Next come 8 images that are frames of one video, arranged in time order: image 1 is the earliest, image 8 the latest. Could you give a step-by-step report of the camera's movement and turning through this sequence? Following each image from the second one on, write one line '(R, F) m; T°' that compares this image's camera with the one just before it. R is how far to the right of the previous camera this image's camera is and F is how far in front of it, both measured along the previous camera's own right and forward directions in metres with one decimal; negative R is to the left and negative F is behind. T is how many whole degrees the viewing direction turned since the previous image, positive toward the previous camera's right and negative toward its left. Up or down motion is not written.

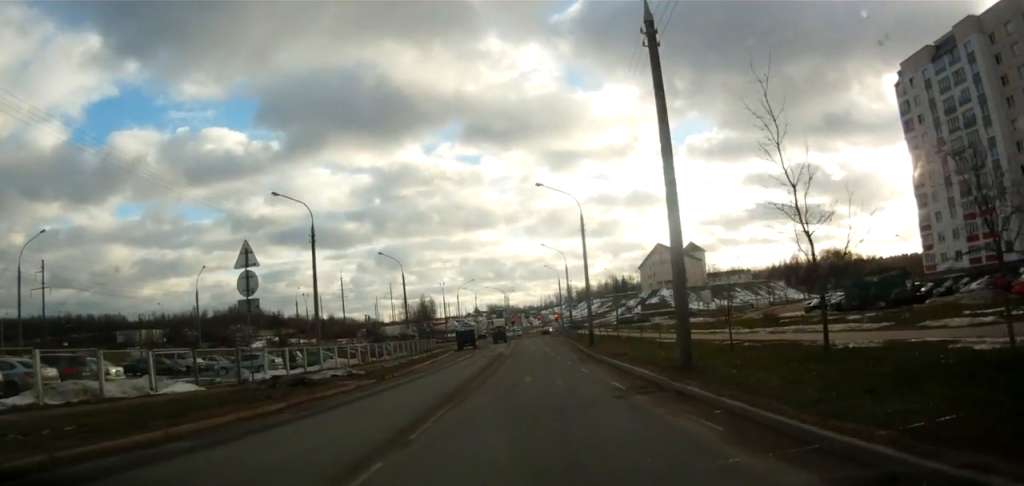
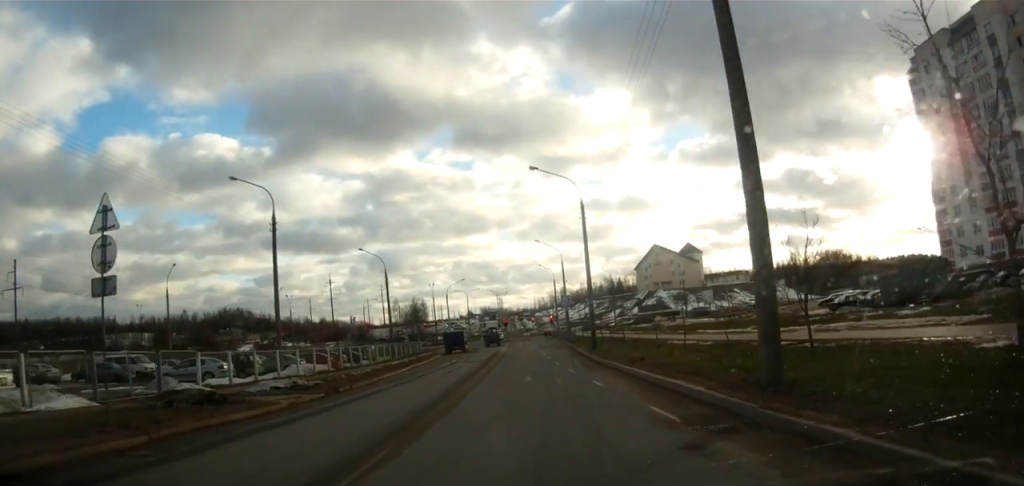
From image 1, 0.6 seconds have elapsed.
(-0.2, +6.3) m; +1°
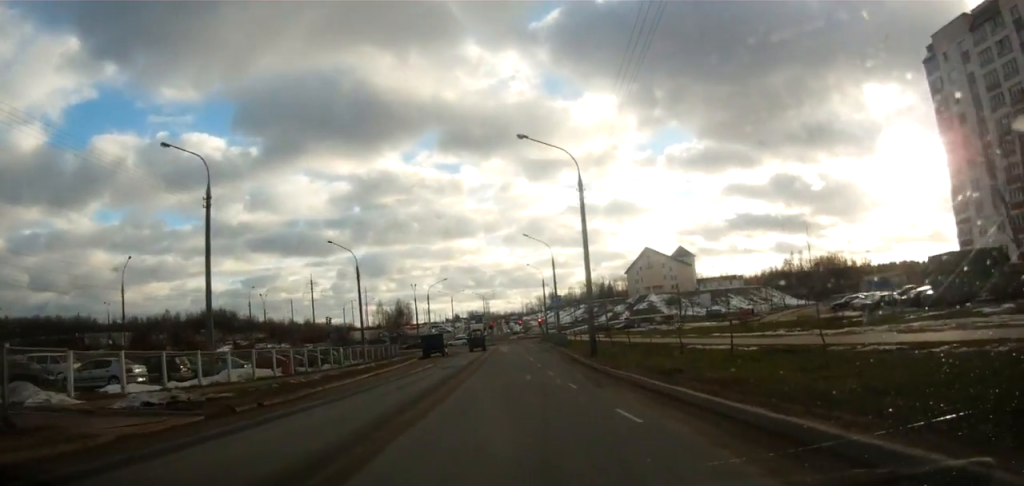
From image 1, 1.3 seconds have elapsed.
(+0.1, +7.2) m; +1°
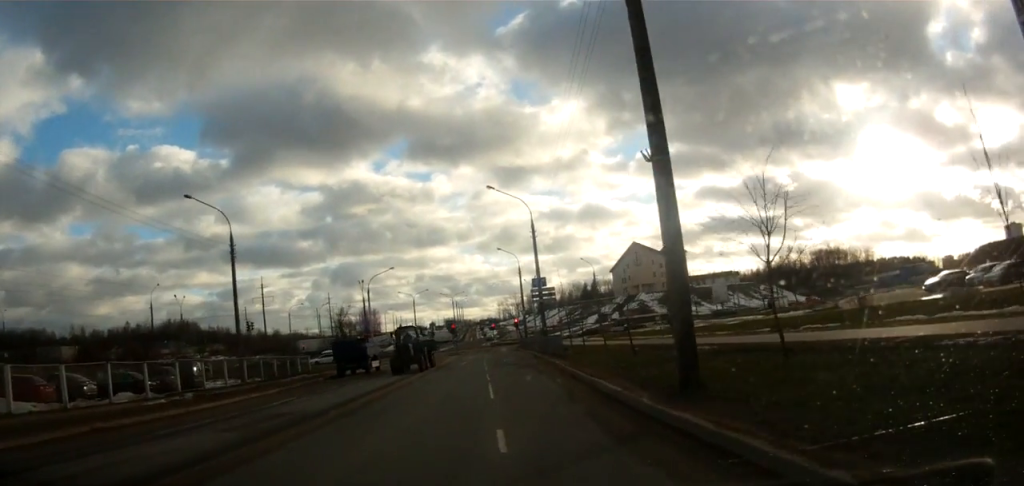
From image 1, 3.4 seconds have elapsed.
(+0.6, +24.6) m; 0°
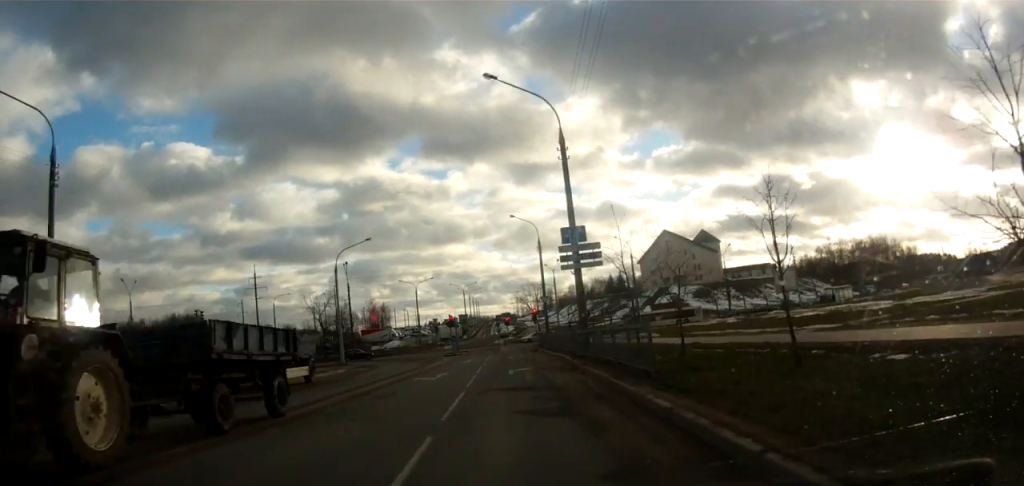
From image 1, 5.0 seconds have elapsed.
(-0.5, +19.3) m; -2°
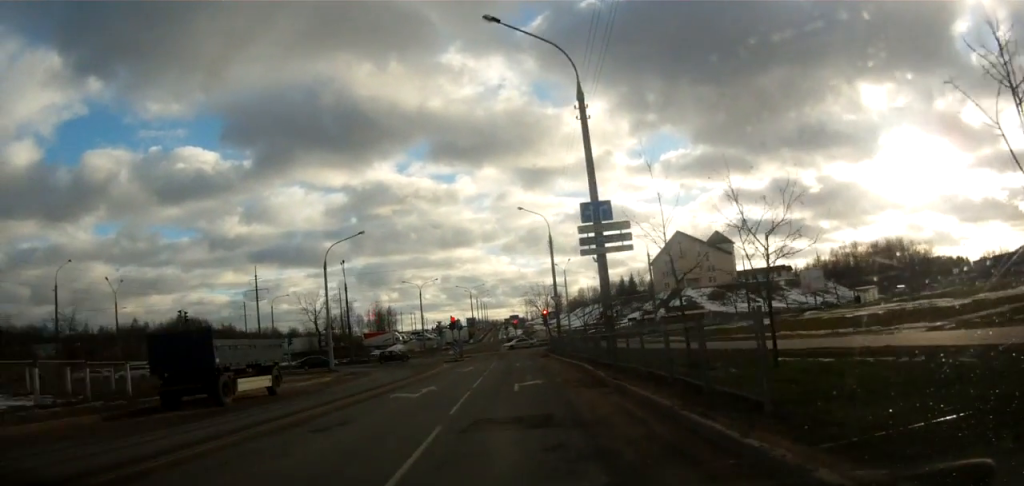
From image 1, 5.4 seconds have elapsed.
(0.0, +5.6) m; 0°
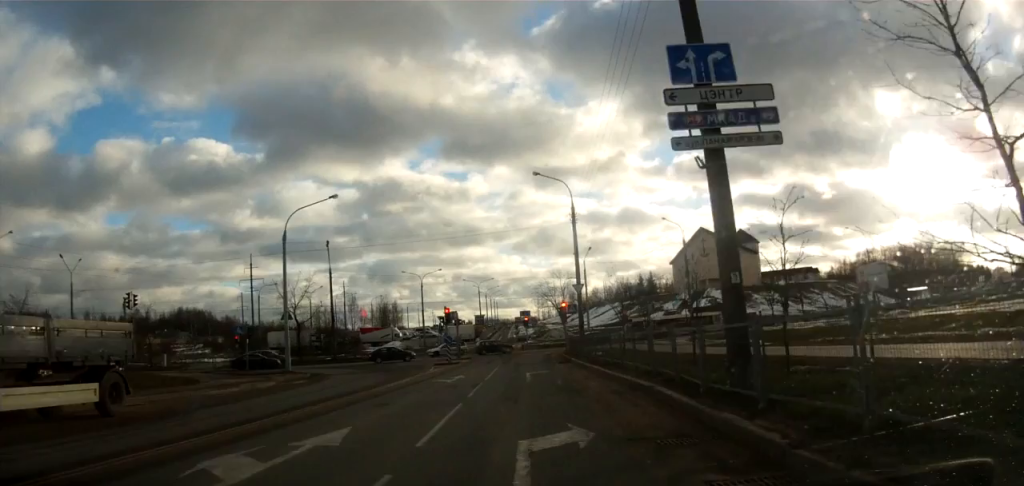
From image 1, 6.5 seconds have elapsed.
(0.0, +11.9) m; 0°
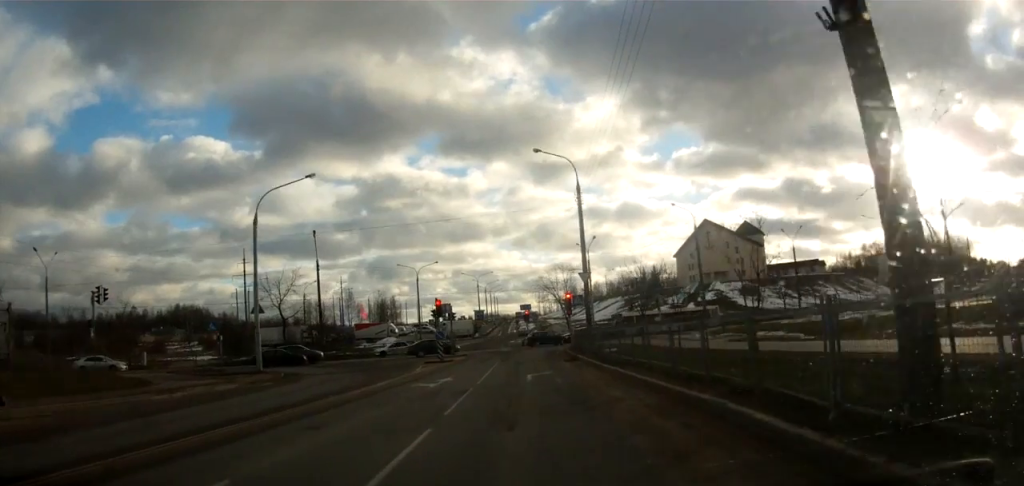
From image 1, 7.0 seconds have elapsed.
(0.0, +4.6) m; 0°
